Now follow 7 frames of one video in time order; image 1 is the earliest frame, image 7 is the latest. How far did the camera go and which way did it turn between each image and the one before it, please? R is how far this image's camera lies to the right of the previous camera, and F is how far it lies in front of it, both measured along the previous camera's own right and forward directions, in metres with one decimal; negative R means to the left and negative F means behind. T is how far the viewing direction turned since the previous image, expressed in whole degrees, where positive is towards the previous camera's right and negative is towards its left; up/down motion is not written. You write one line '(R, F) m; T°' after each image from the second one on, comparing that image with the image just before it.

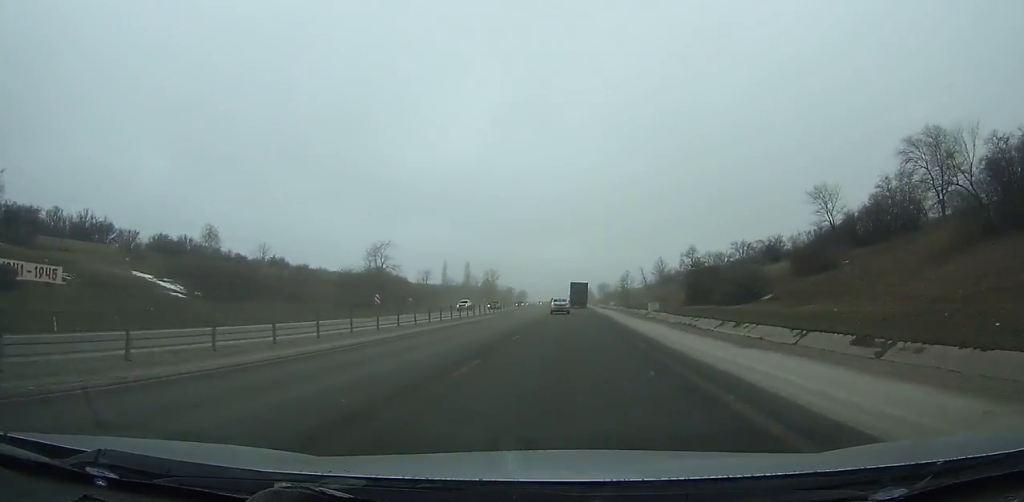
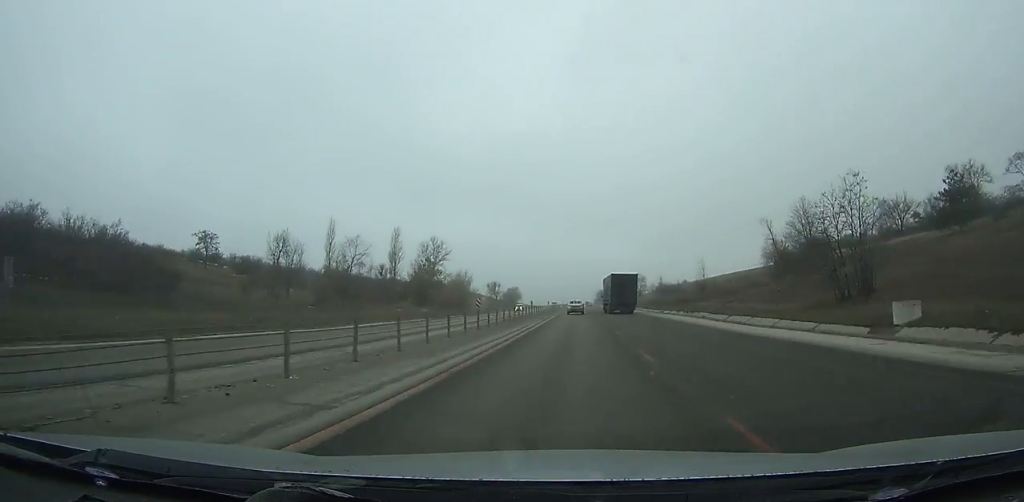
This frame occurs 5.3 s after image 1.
(-0.5, +118.5) m; 0°
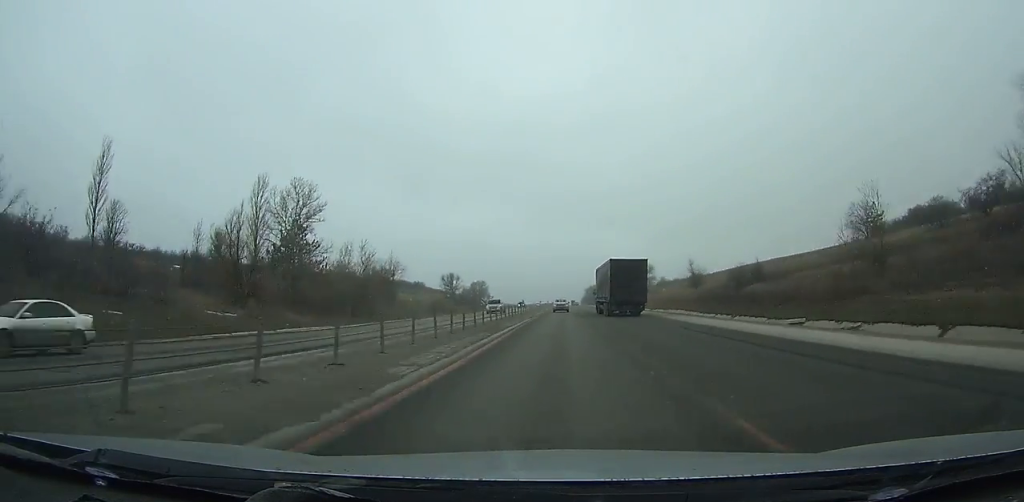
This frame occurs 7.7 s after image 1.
(+0.5, +55.2) m; 0°
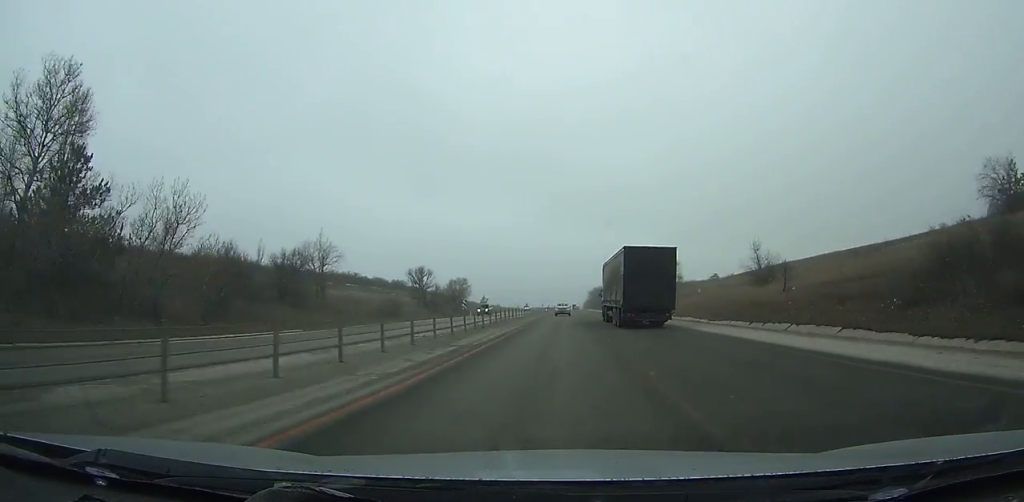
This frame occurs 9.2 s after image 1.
(+0.1, +35.2) m; 0°
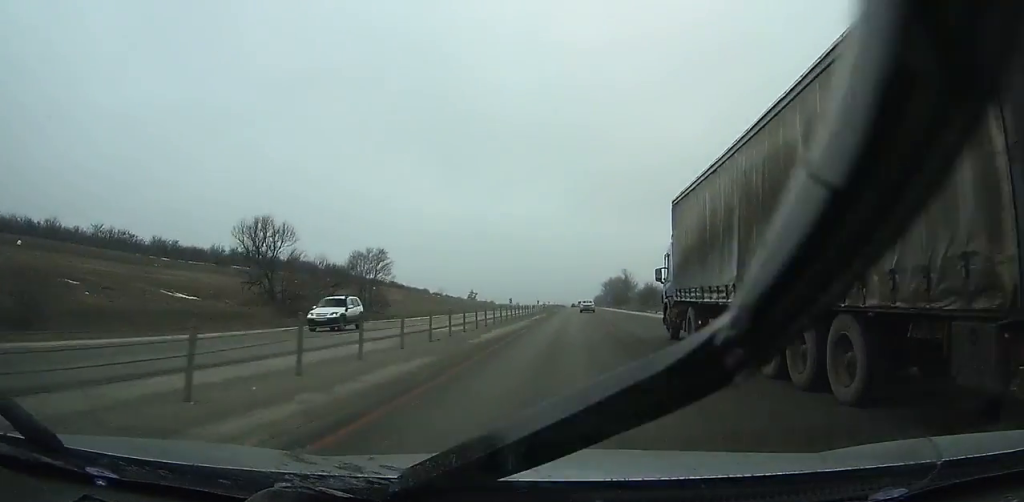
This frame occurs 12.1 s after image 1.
(+0.3, +69.1) m; +1°
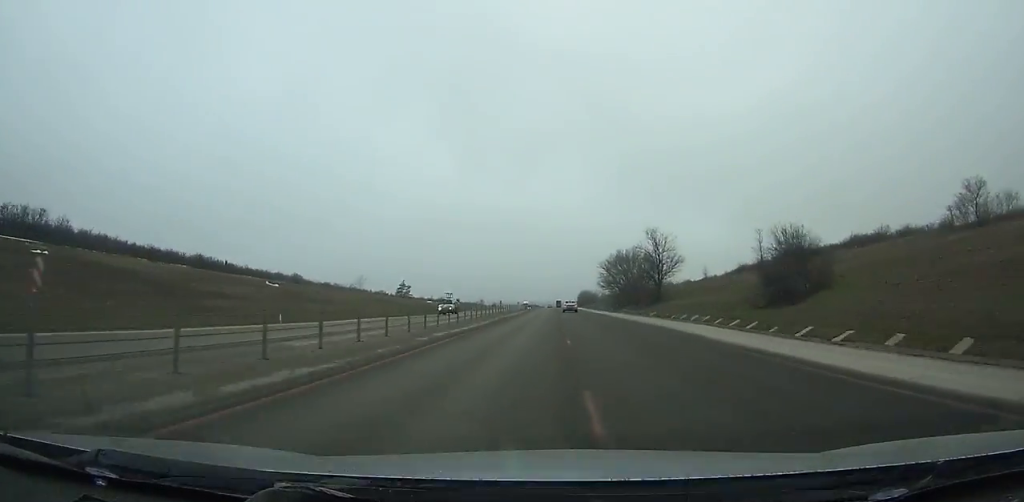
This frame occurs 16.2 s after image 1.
(+1.1, +99.9) m; 0°
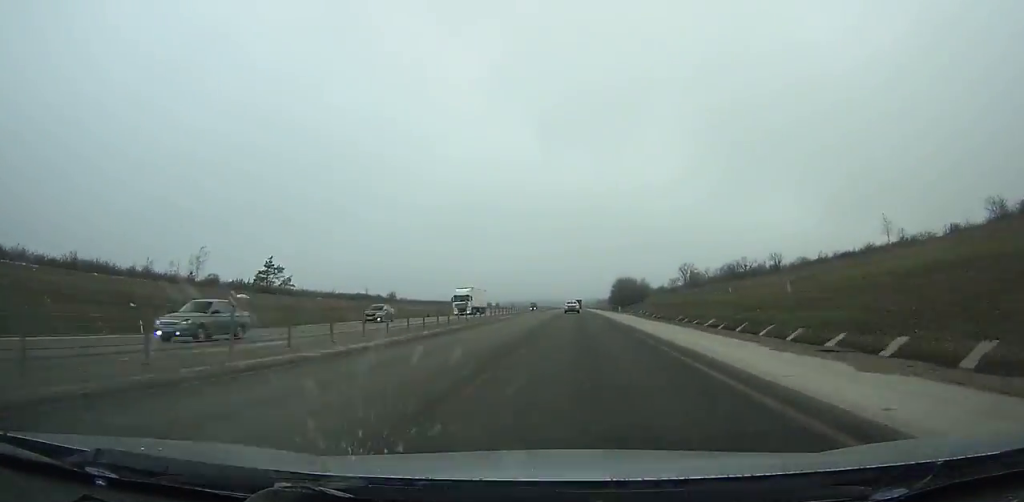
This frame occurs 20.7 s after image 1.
(-2.0, +111.1) m; -2°
